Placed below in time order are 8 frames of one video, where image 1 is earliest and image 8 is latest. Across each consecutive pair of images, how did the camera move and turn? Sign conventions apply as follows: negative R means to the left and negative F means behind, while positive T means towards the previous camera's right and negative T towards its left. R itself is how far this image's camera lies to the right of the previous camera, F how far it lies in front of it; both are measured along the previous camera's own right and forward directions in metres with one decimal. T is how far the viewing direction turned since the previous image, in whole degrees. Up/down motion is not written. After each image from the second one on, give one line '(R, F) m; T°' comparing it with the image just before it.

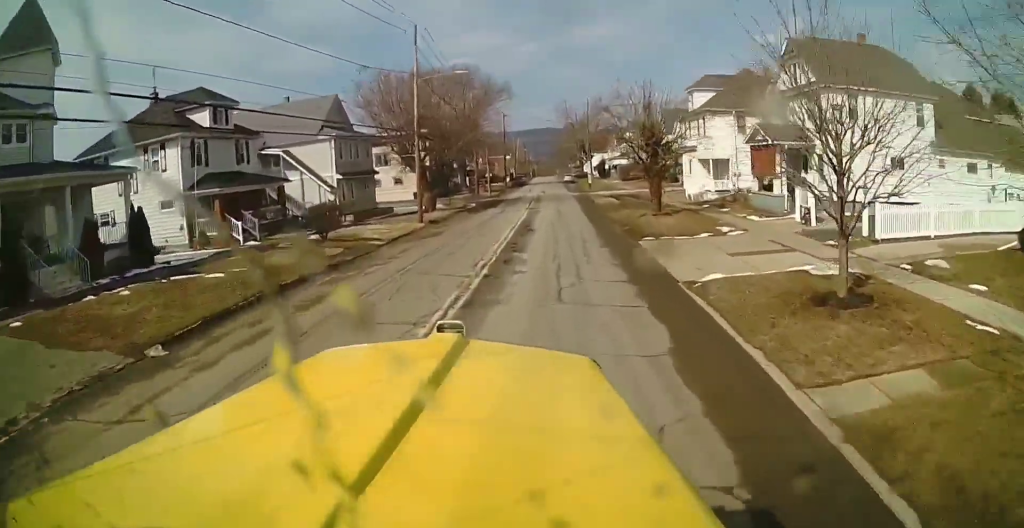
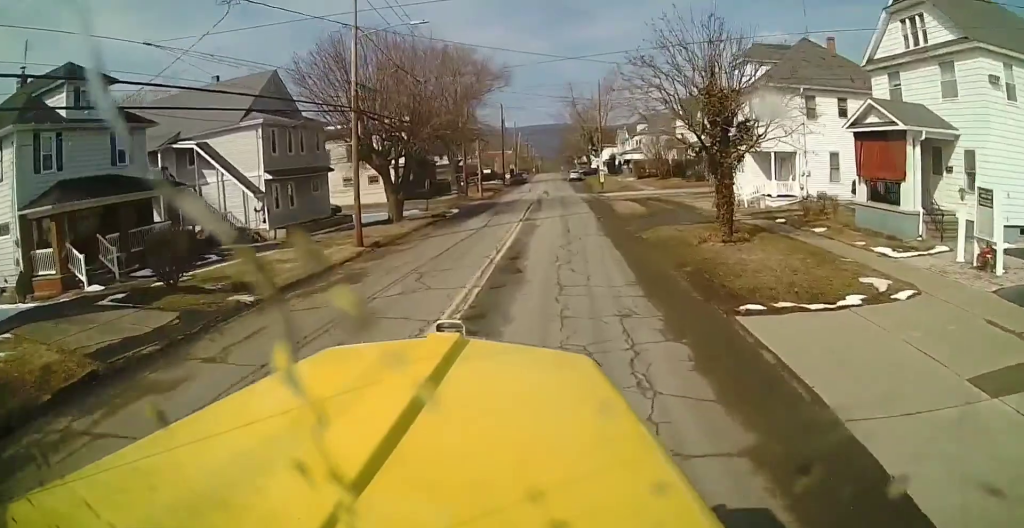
(-0.5, +11.8) m; 0°
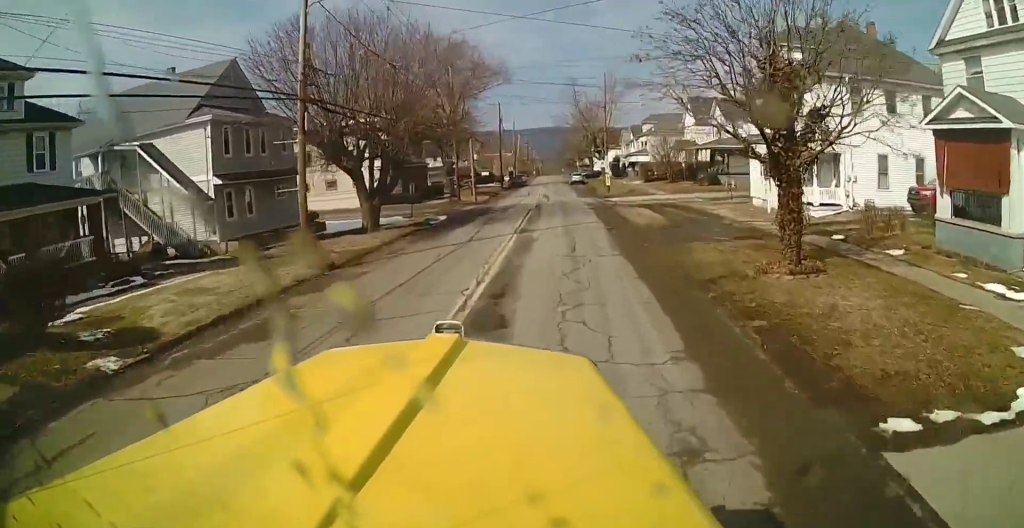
(+0.1, +5.2) m; 0°
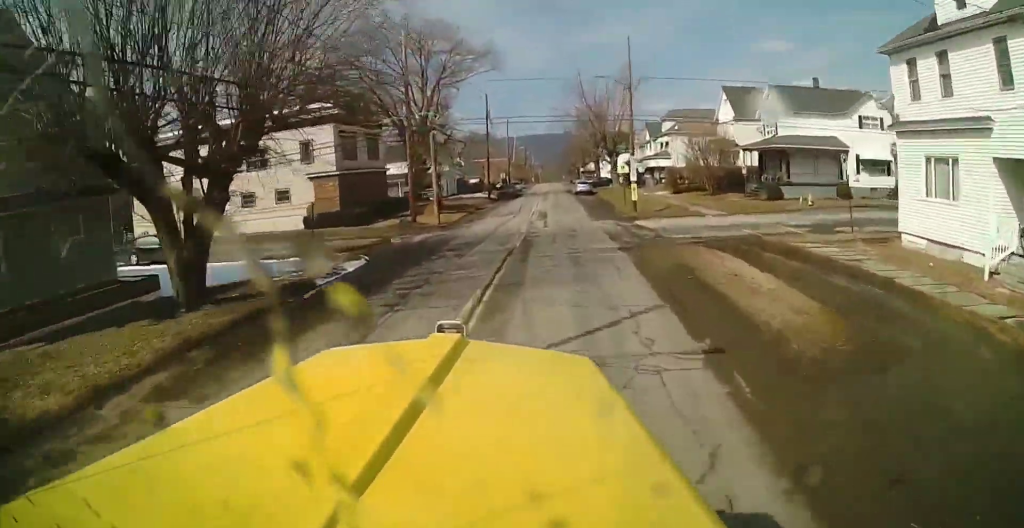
(0.0, +15.9) m; -2°
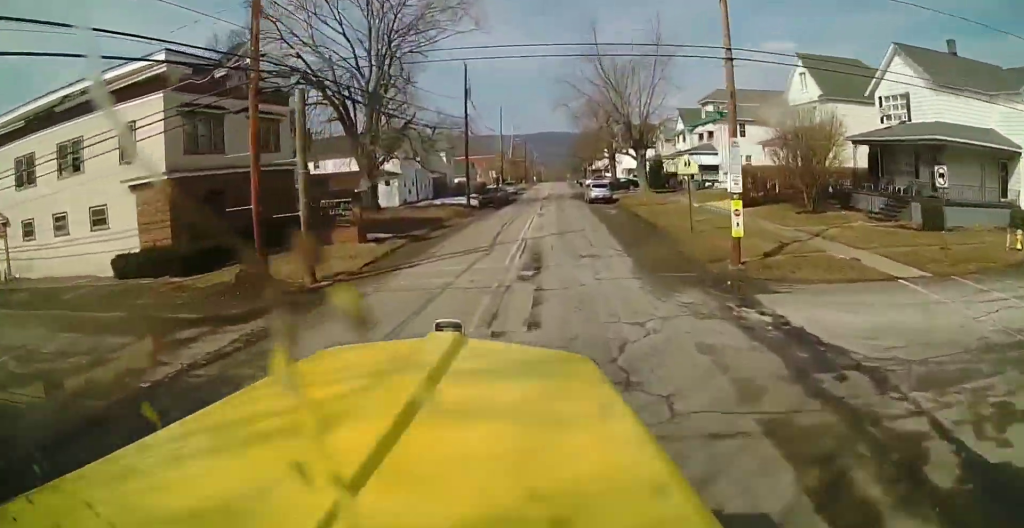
(-0.6, +18.0) m; -1°
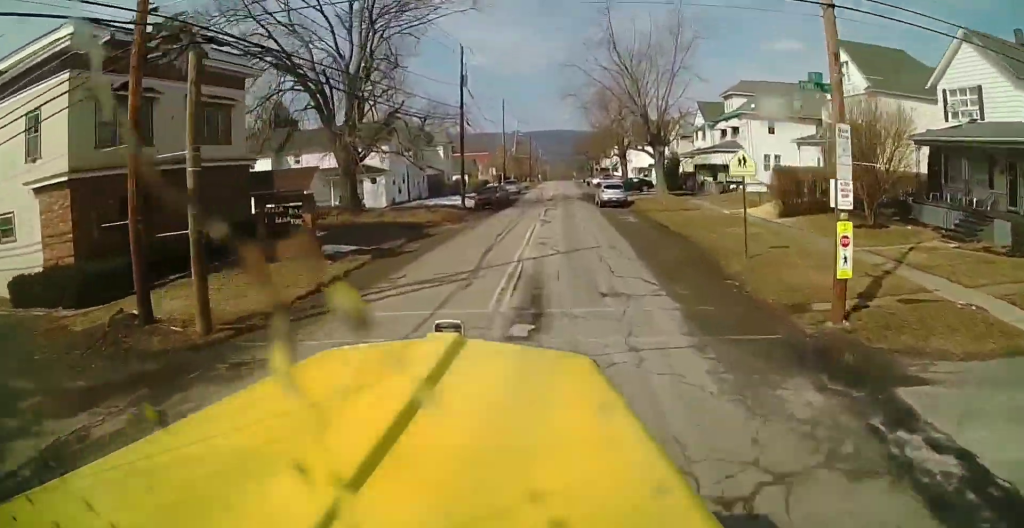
(0.0, +5.4) m; +1°
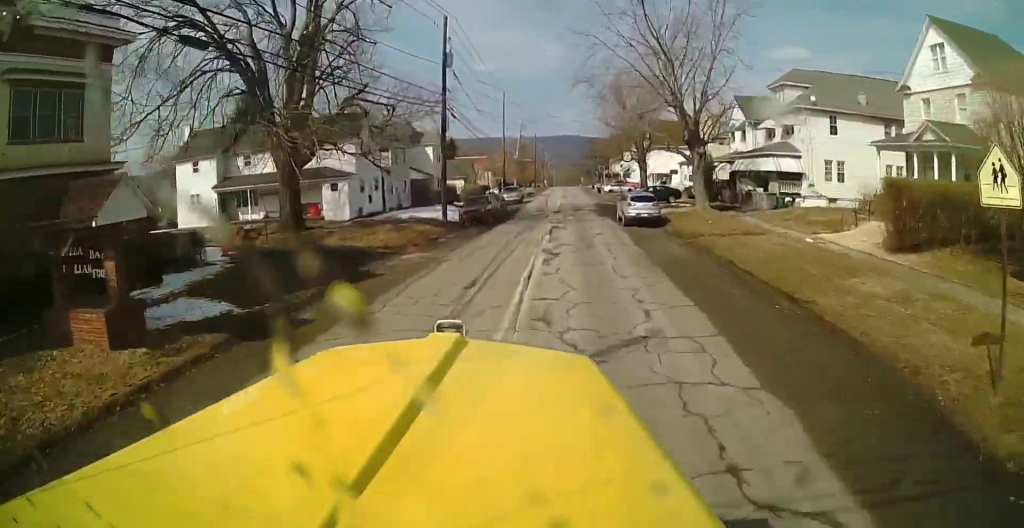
(+0.2, +9.4) m; +1°
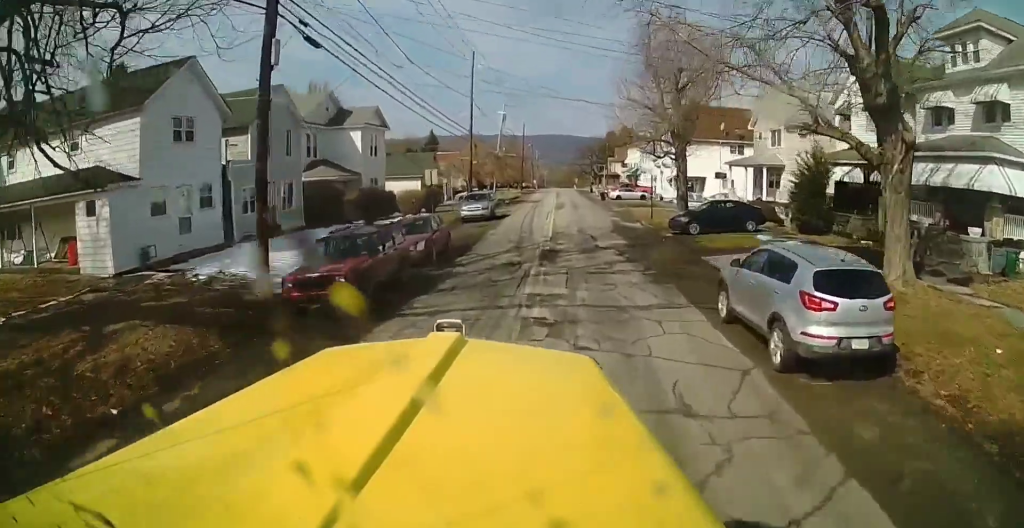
(+0.3, +20.5) m; +2°
